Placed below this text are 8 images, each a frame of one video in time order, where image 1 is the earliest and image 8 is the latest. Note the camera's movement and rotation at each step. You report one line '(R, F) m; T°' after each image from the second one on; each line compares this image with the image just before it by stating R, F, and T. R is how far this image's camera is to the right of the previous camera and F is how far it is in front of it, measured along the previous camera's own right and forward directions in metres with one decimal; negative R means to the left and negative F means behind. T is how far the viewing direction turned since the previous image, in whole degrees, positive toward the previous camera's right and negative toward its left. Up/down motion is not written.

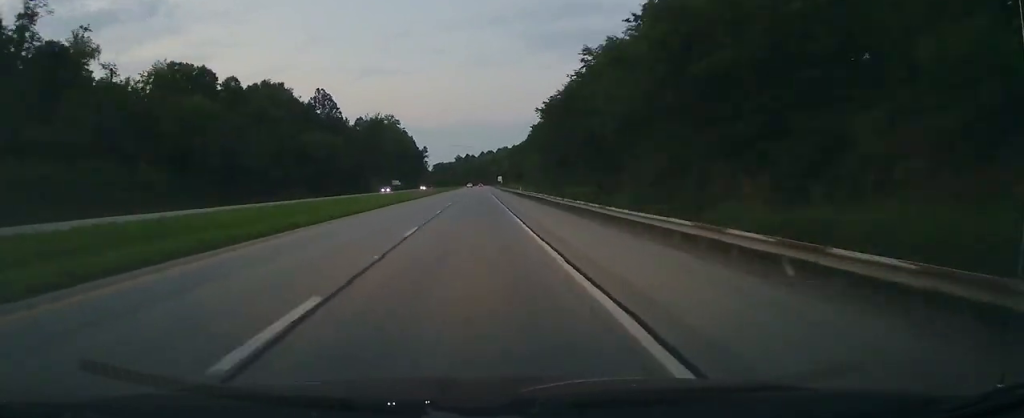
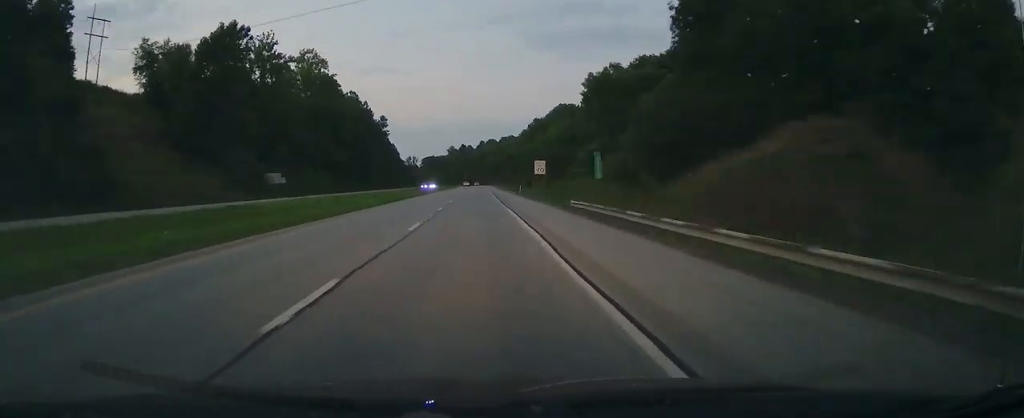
(0.0, +116.9) m; 0°
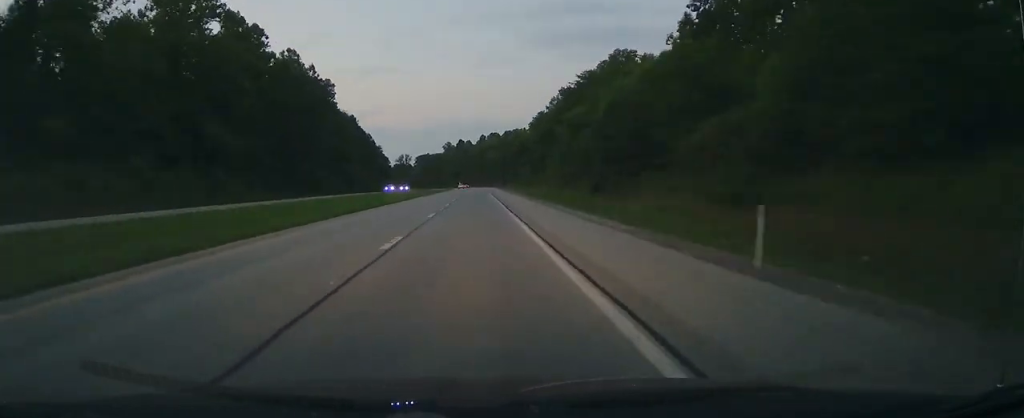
(0.0, +60.7) m; -1°
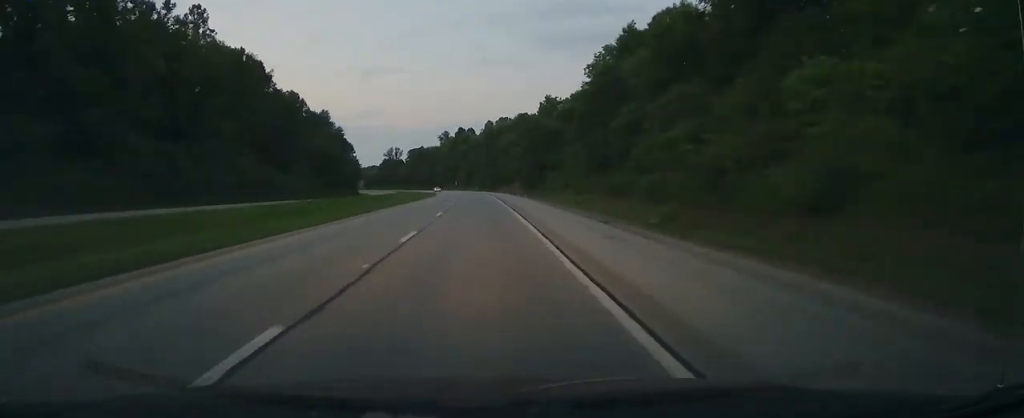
(+0.8, +90.6) m; -2°
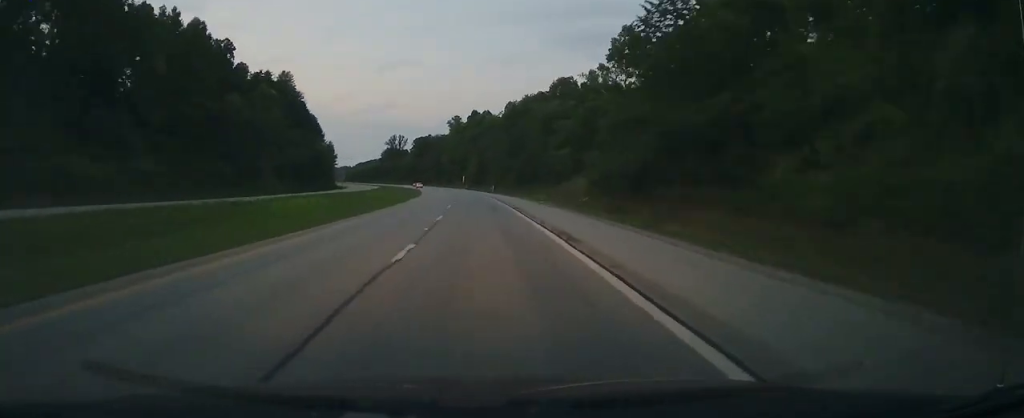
(-2.6, +63.0) m; -3°
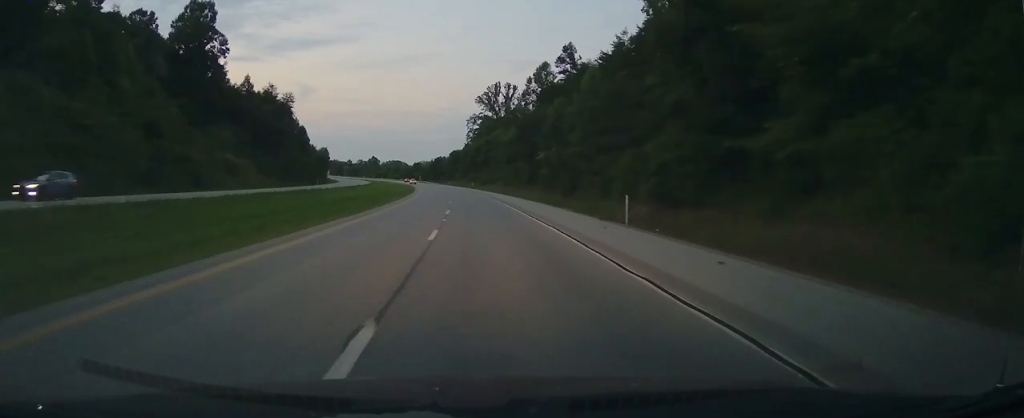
(-20.2, +211.6) m; -13°
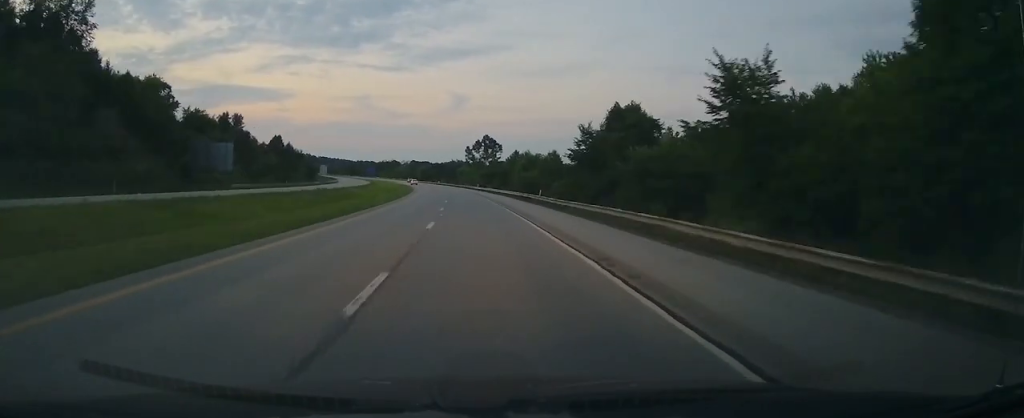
(-30.3, +237.8) m; -15°
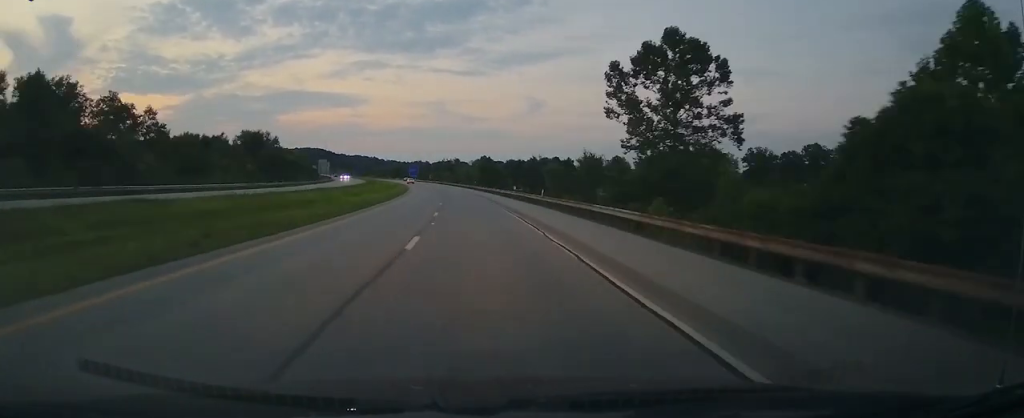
(-9.5, +127.8) m; -9°
